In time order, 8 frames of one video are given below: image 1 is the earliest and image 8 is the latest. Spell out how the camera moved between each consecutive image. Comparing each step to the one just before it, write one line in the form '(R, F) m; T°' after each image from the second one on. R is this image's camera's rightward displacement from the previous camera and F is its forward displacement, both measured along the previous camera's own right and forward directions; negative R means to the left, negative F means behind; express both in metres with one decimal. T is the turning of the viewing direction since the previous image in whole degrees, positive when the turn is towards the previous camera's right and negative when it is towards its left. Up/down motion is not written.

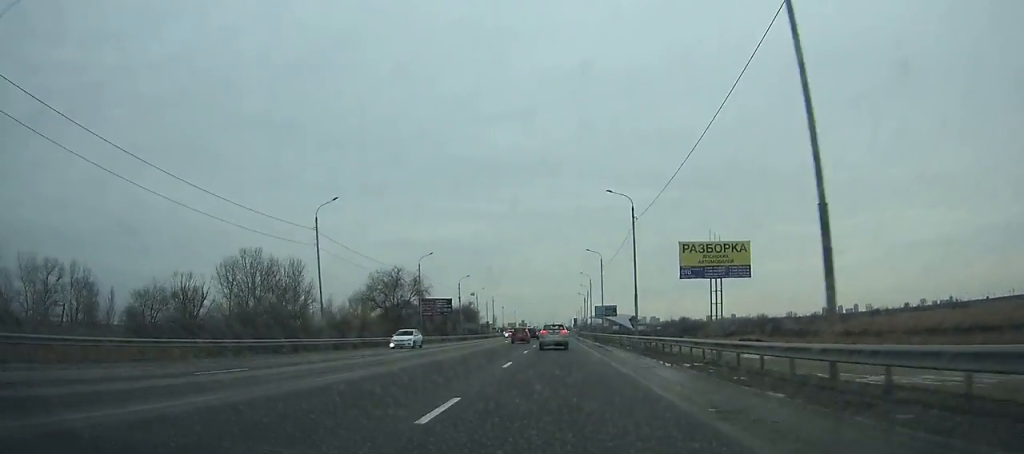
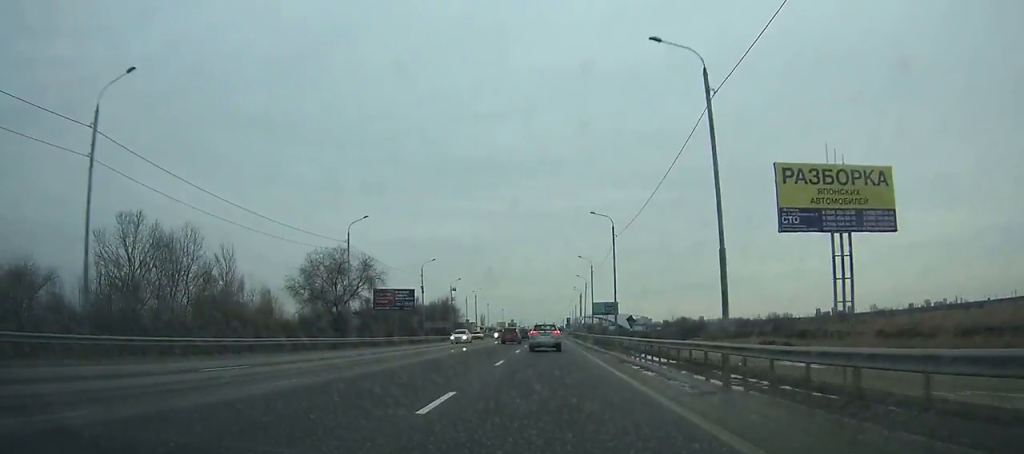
(0.0, +22.8) m; 0°
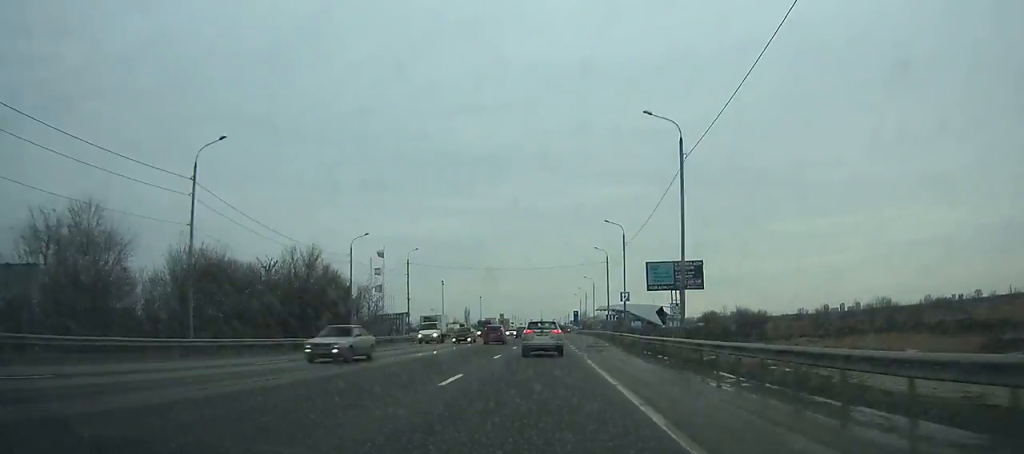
(+0.4, +79.7) m; 0°
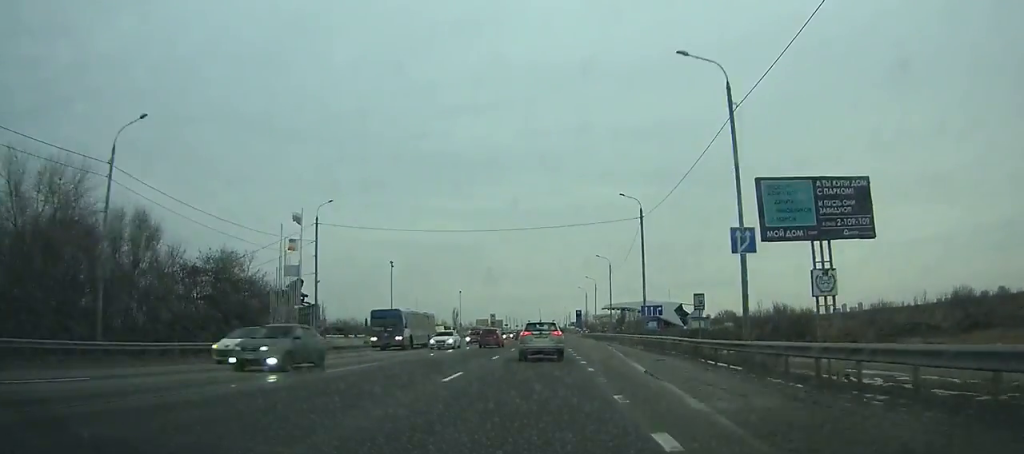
(0.0, +35.9) m; 0°
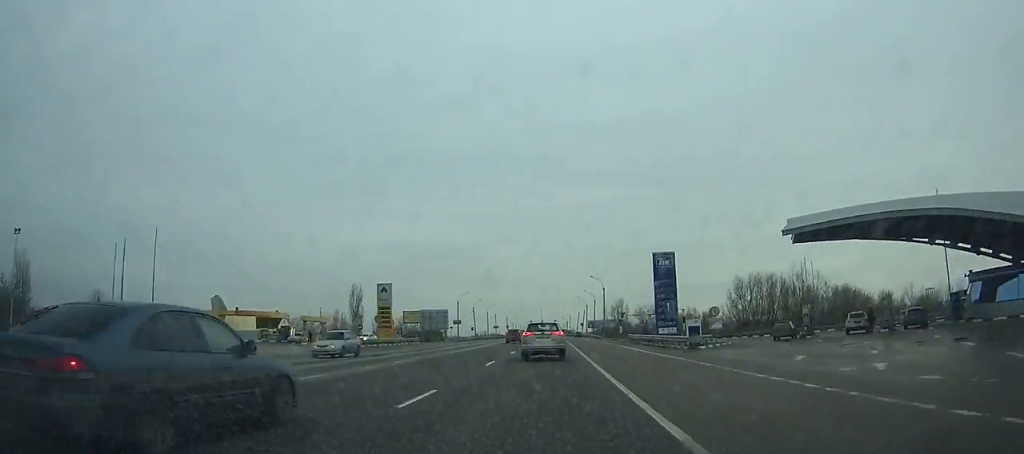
(-1.0, +155.4) m; -1°
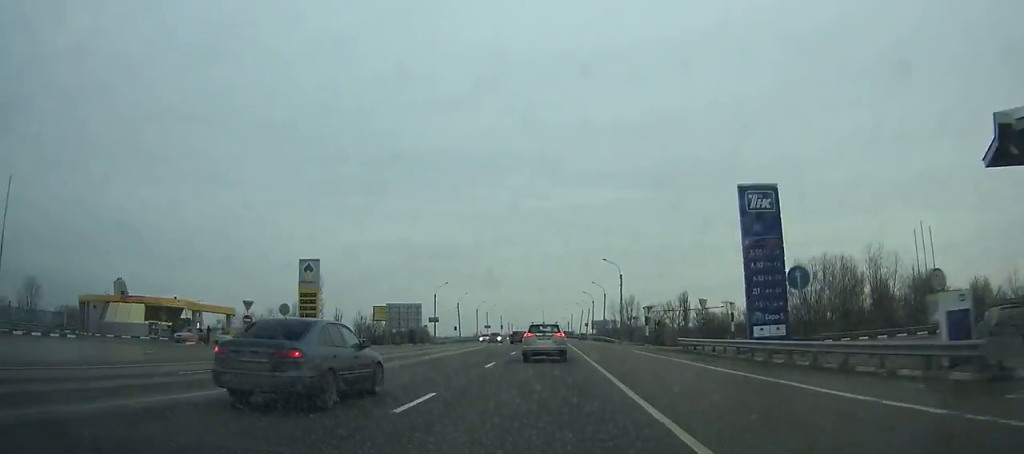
(-0.1, +25.3) m; 0°
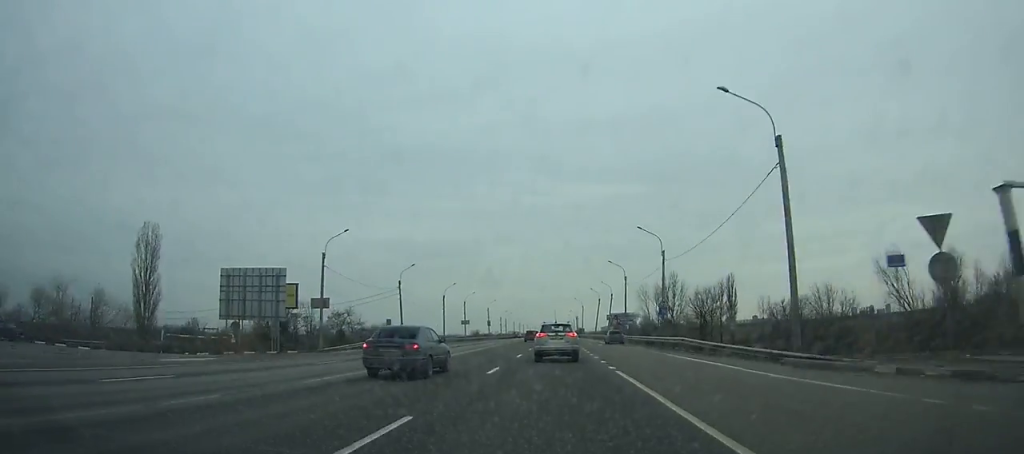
(0.0, +51.1) m; 0°
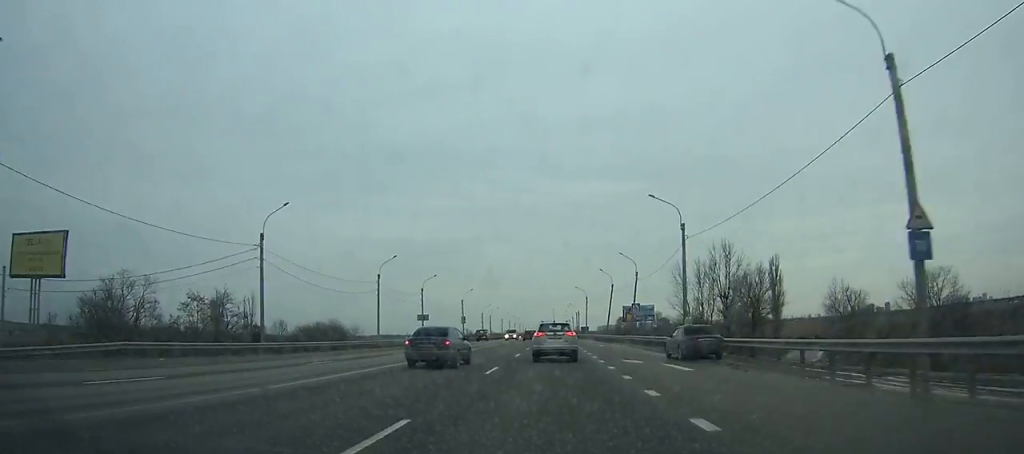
(0.0, +37.0) m; 0°
